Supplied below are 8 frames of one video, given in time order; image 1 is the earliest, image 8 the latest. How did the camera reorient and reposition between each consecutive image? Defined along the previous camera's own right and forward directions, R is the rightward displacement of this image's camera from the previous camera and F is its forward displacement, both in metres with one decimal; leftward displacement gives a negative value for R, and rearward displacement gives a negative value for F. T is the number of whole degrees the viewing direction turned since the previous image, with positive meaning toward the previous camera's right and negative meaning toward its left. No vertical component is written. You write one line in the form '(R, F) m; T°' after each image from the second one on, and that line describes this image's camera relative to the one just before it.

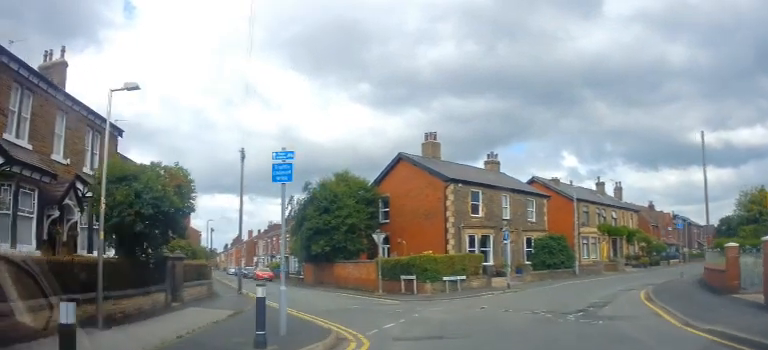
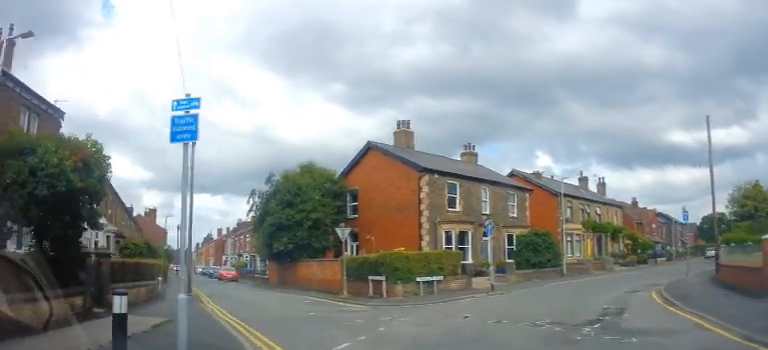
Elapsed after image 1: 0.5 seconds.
(-0.1, +3.0) m; +3°
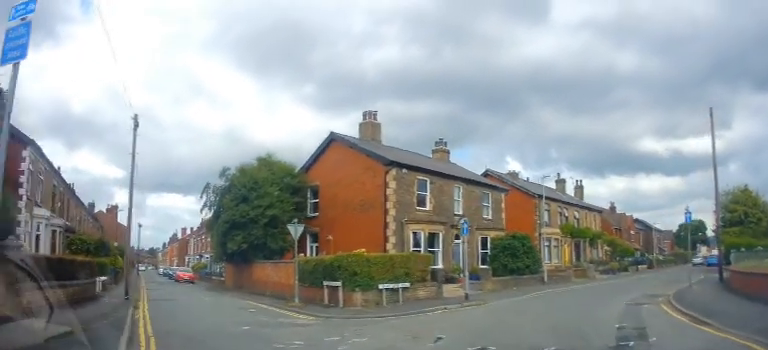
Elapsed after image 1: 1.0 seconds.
(+0.2, +2.8) m; +5°
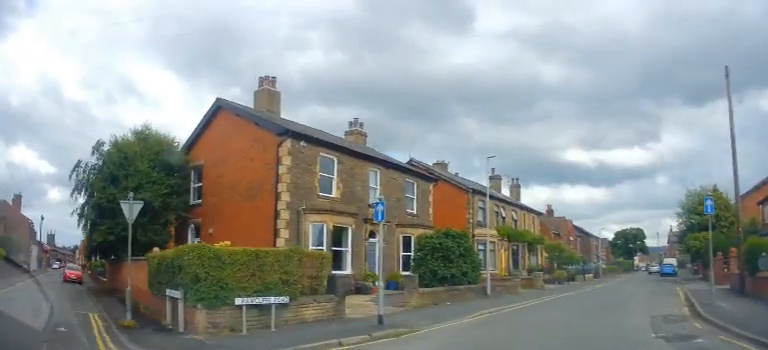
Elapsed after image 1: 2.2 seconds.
(+0.7, +6.4) m; +10°
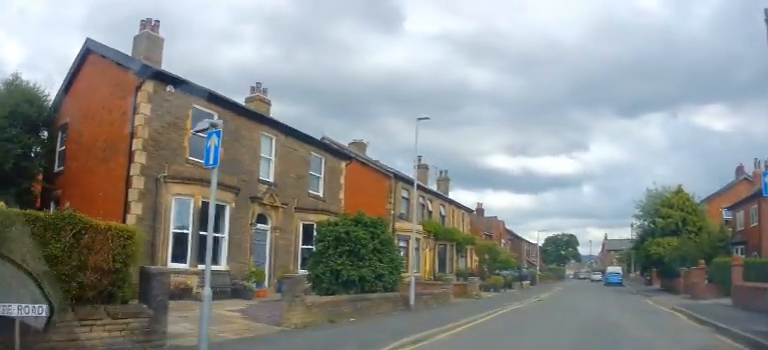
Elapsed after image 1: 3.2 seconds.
(+0.2, +5.5) m; +9°
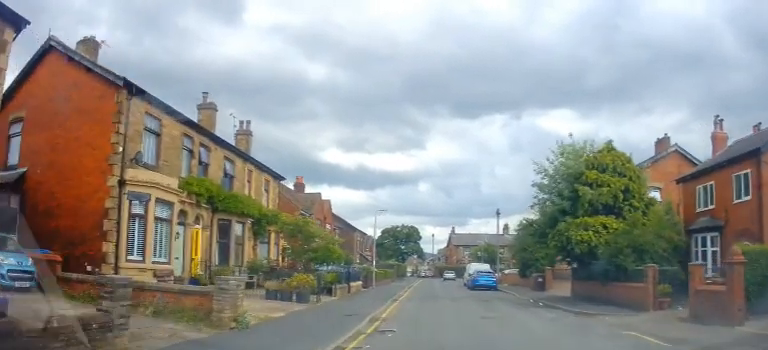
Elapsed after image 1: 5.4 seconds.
(+2.5, +12.4) m; +16°
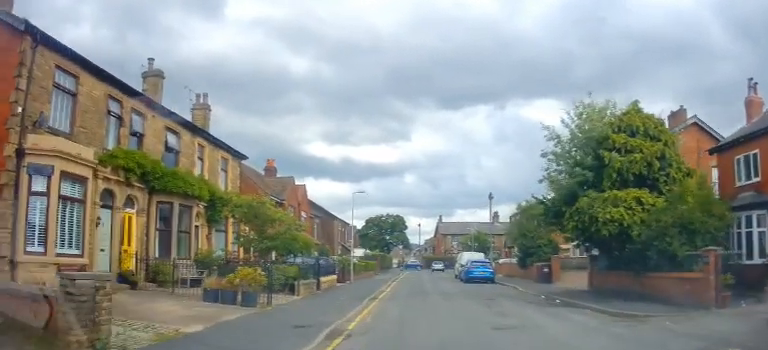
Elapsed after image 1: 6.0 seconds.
(0.0, +4.1) m; +2°
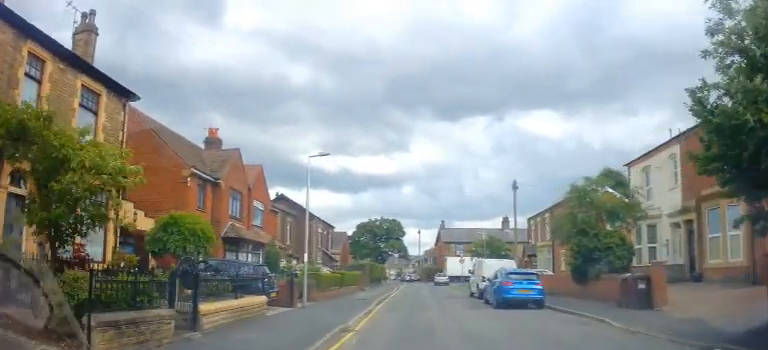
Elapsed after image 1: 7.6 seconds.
(+1.0, +11.1) m; +7°
